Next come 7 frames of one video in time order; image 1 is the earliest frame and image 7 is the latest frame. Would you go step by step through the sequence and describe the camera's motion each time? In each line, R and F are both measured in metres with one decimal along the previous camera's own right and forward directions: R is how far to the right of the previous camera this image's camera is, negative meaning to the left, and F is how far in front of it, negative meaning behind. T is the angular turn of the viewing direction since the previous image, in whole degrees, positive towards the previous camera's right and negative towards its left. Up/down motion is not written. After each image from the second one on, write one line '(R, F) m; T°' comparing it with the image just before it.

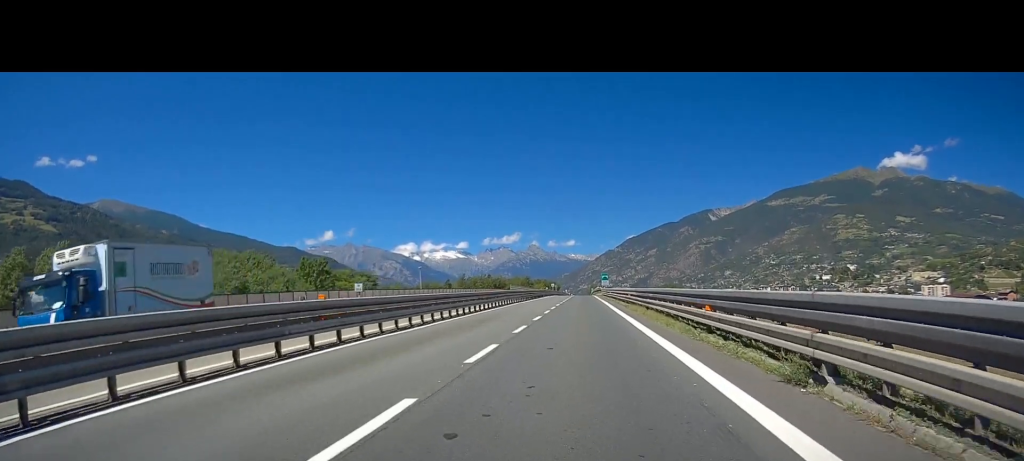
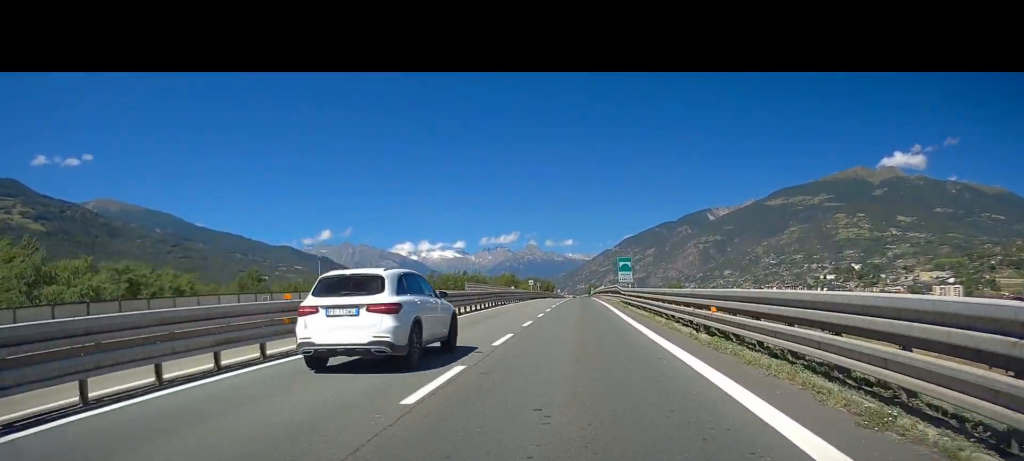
(0.0, +54.4) m; +1°
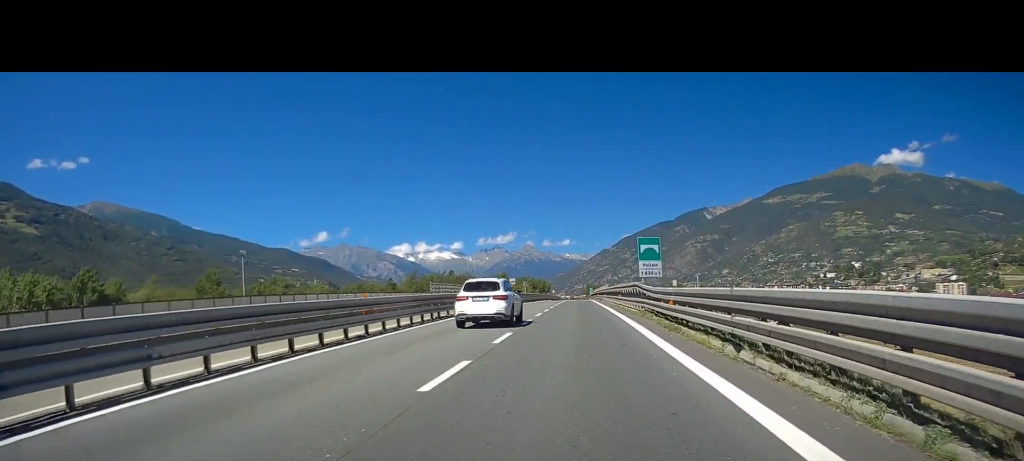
(0.0, +16.1) m; 0°
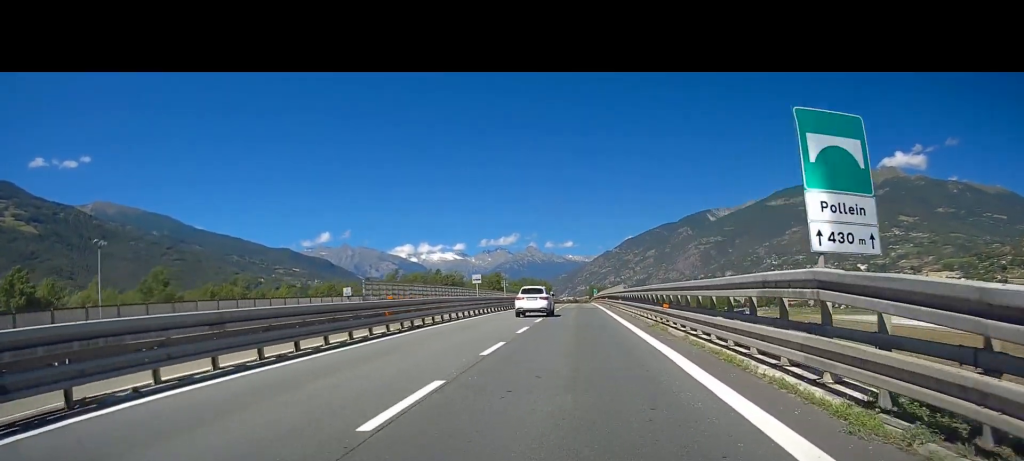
(0.0, +19.6) m; 0°
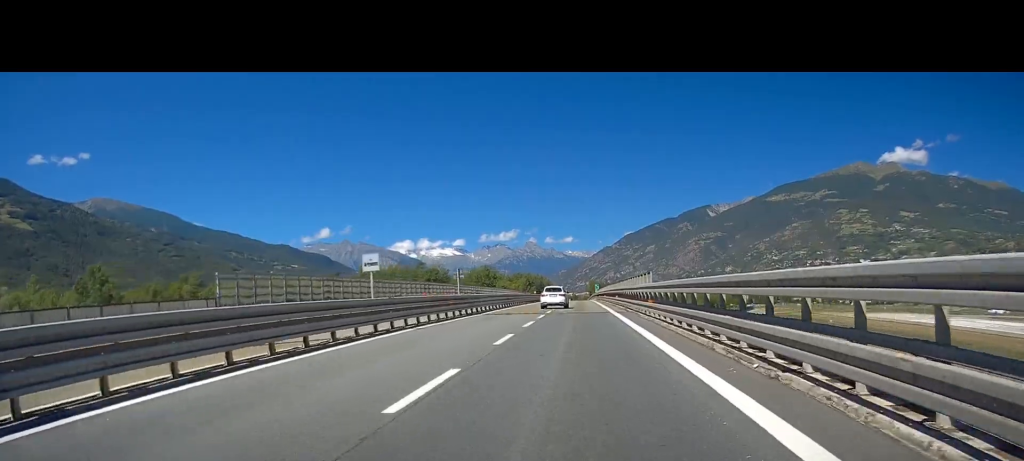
(0.0, +20.6) m; 0°
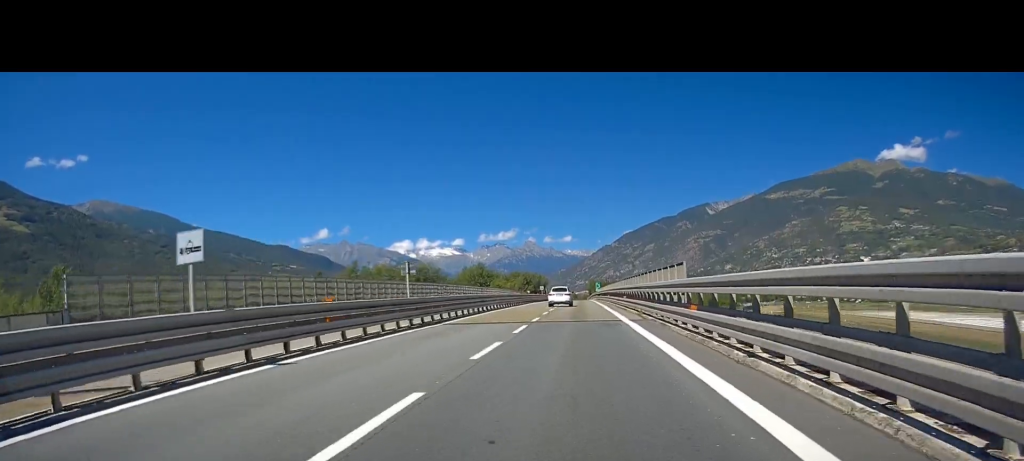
(0.0, +11.1) m; 0°
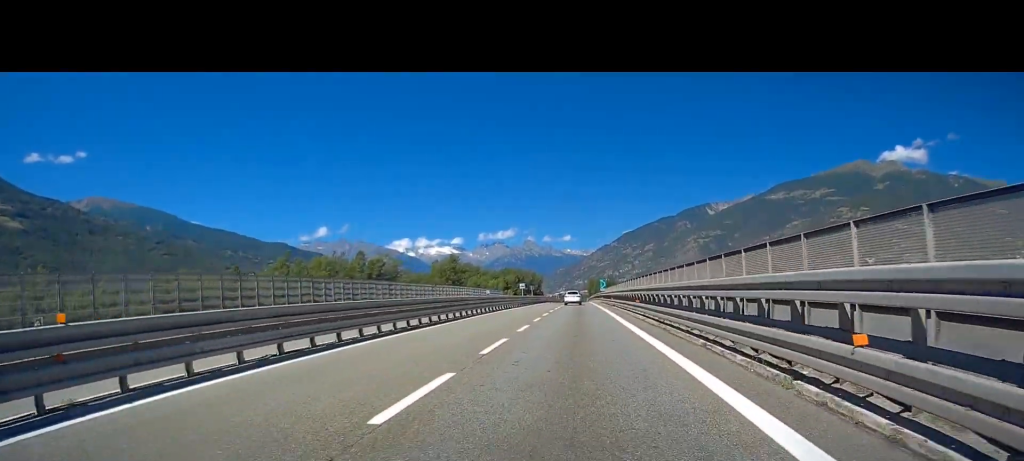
(-0.2, +39.4) m; 0°
